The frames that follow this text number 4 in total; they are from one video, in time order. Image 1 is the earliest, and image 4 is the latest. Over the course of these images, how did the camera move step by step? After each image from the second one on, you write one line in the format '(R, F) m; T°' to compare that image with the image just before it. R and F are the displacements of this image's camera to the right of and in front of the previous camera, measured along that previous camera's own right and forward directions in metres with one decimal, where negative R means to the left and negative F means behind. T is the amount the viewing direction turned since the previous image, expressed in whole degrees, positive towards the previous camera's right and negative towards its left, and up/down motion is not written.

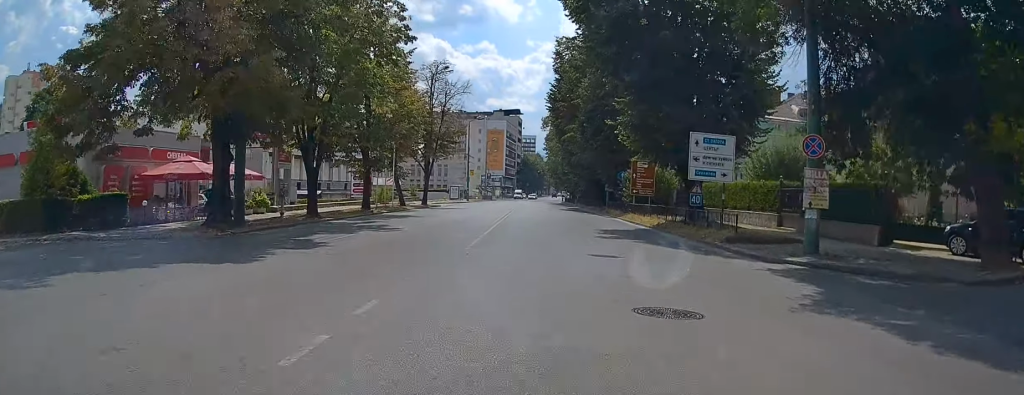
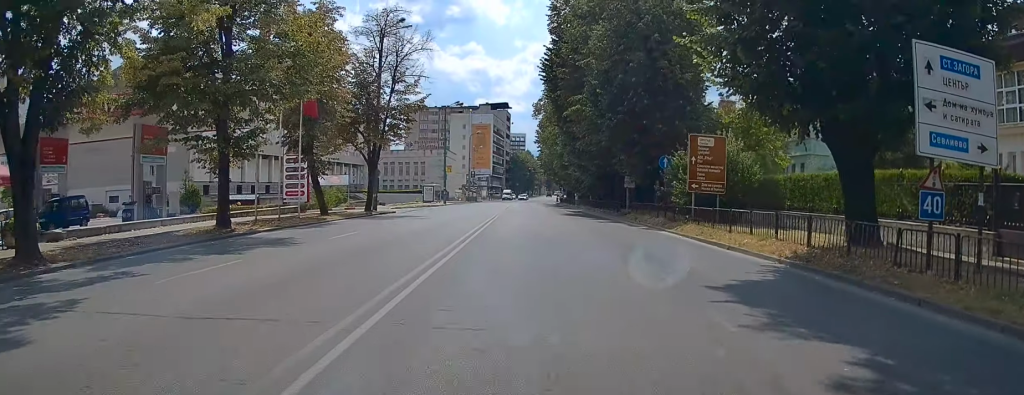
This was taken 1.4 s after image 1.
(+0.2, +18.2) m; 0°
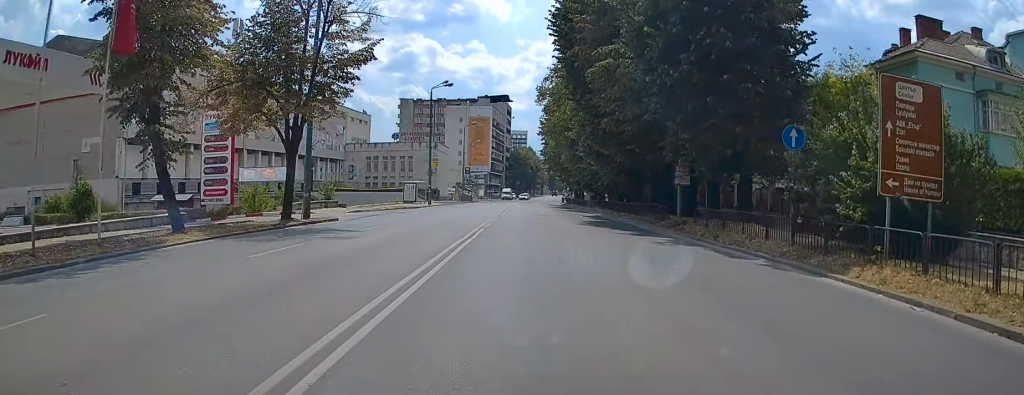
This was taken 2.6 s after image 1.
(-0.2, +15.0) m; -1°
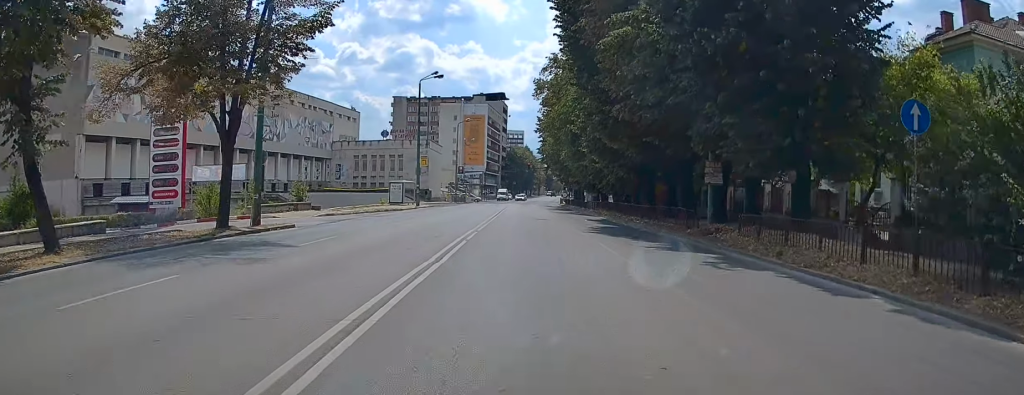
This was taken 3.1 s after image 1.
(0.0, +5.7) m; 0°
